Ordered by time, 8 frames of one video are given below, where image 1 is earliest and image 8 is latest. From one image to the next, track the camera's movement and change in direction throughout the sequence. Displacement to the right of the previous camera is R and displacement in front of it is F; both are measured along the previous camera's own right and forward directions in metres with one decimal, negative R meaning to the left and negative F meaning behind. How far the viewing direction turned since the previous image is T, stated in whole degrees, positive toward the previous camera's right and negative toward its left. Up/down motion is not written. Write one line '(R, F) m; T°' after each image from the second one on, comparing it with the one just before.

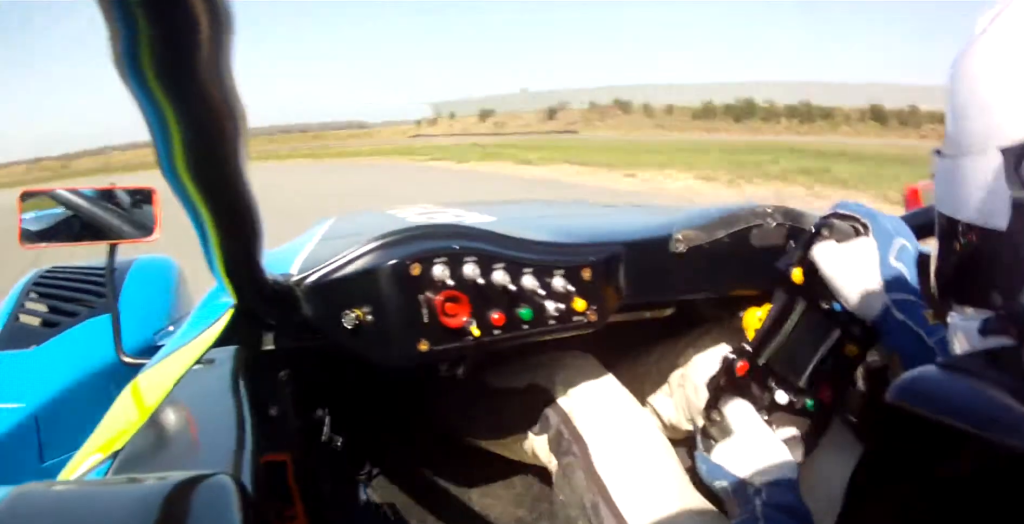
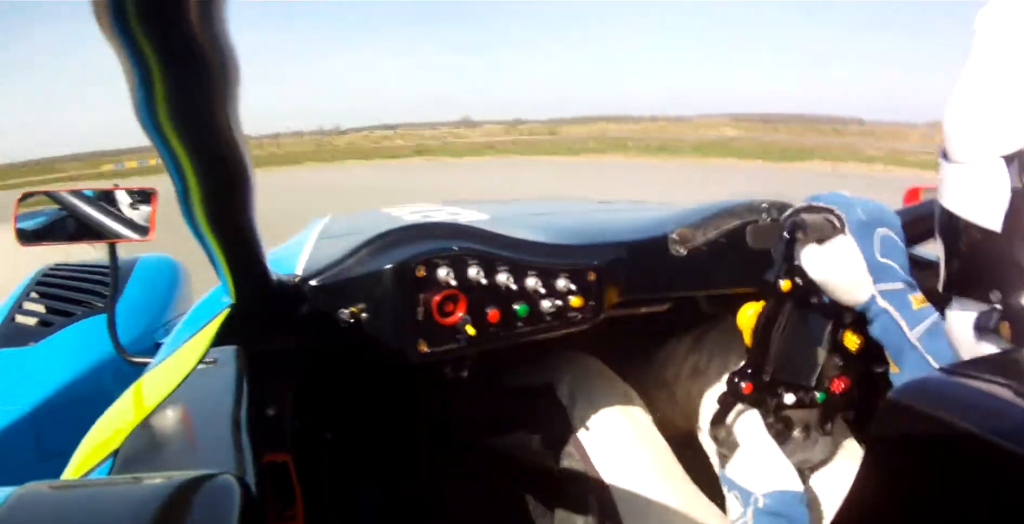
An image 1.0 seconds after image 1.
(-6.1, +21.2) m; -40°
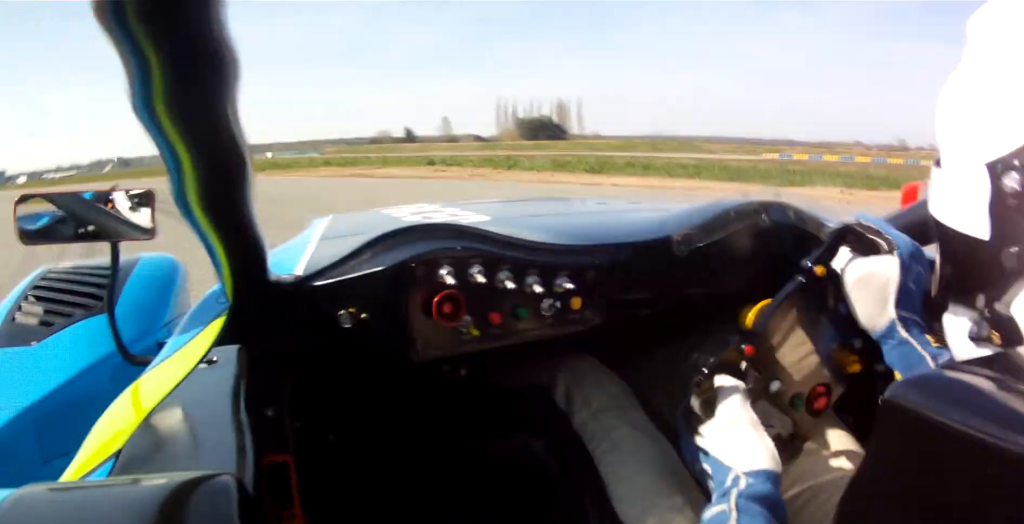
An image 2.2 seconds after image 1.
(-12.2, +22.4) m; -44°
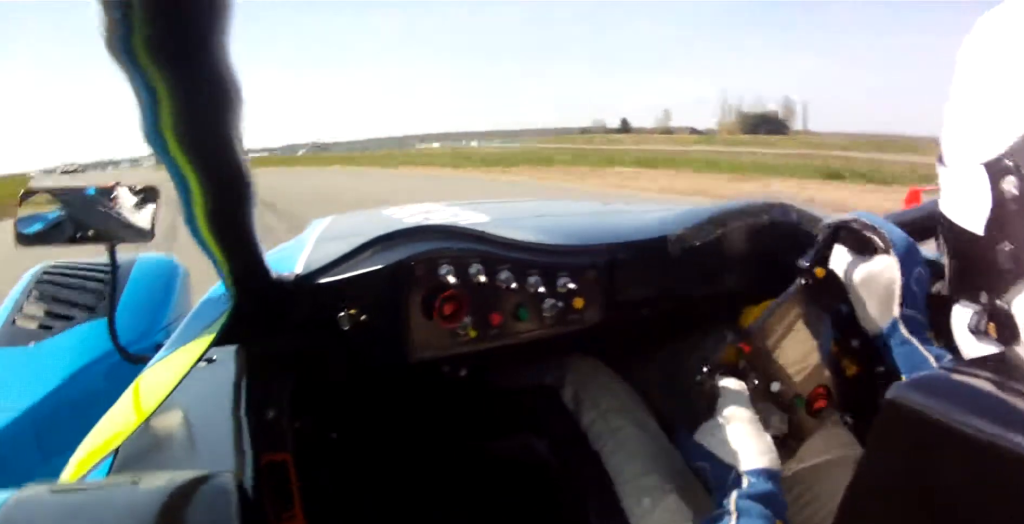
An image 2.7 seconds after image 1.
(-0.6, +10.8) m; -12°
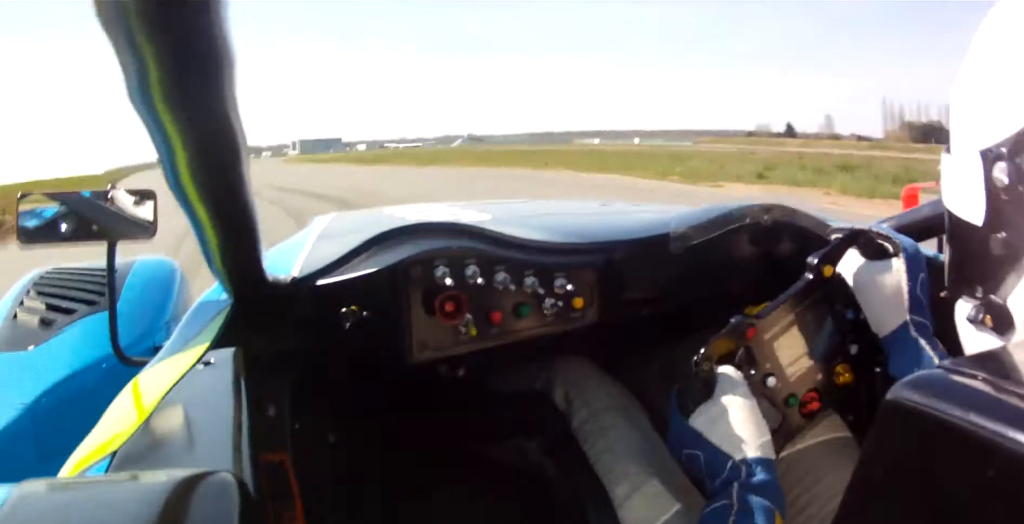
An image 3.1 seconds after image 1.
(-1.6, +11.9) m; -6°
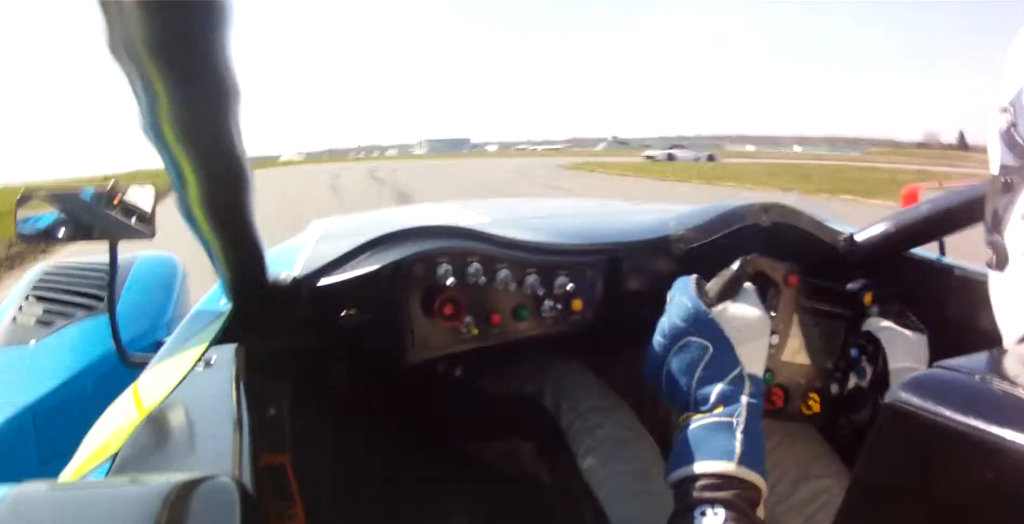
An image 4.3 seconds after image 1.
(-3.8, +35.1) m; -2°
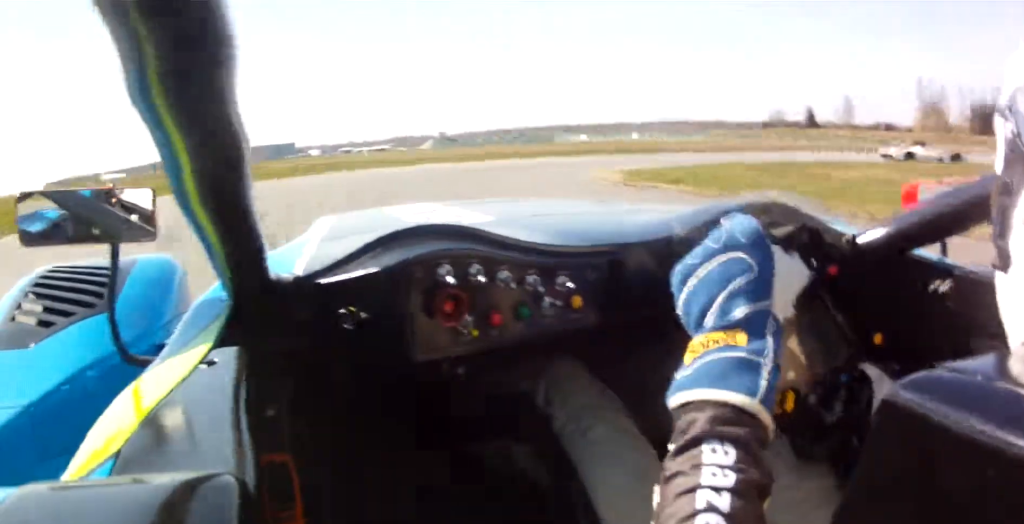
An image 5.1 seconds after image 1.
(+0.5, +17.9) m; +11°
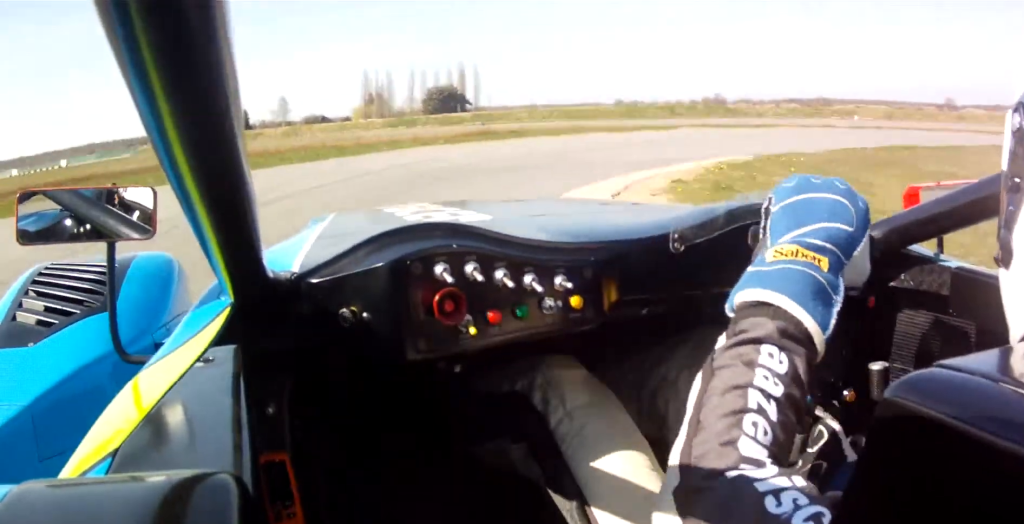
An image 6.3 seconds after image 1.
(+5.8, +21.2) m; +43°
